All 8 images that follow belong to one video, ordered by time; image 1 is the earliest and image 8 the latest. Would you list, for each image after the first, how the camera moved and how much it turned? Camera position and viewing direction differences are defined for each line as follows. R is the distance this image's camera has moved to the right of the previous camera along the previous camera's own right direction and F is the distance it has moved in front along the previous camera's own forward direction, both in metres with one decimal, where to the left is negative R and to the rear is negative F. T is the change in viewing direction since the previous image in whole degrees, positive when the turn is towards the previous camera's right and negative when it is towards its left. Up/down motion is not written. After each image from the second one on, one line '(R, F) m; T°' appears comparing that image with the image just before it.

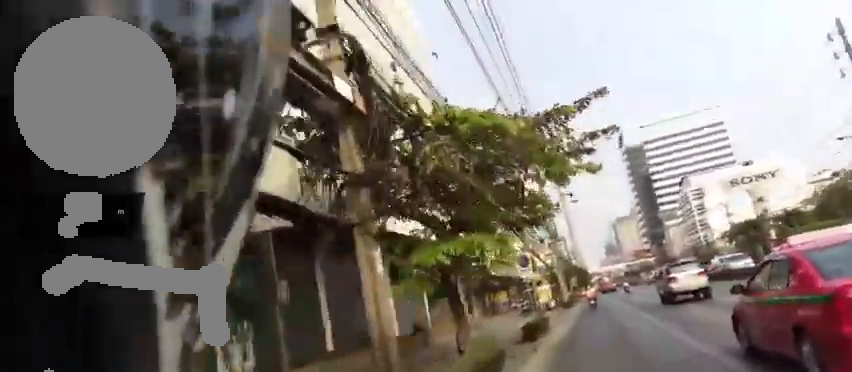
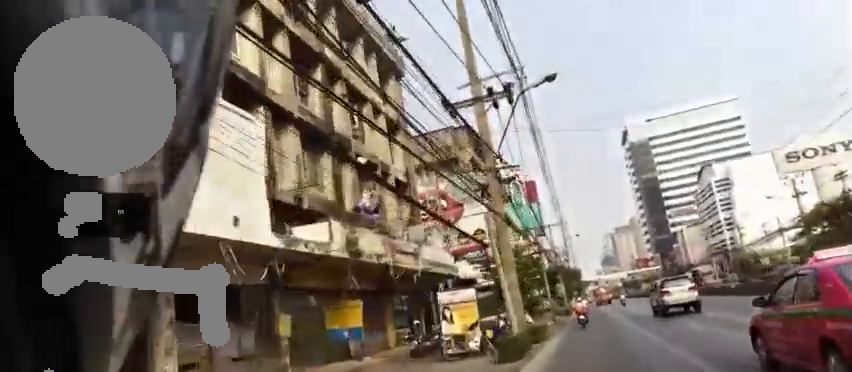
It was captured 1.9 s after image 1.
(-0.3, +28.1) m; -1°
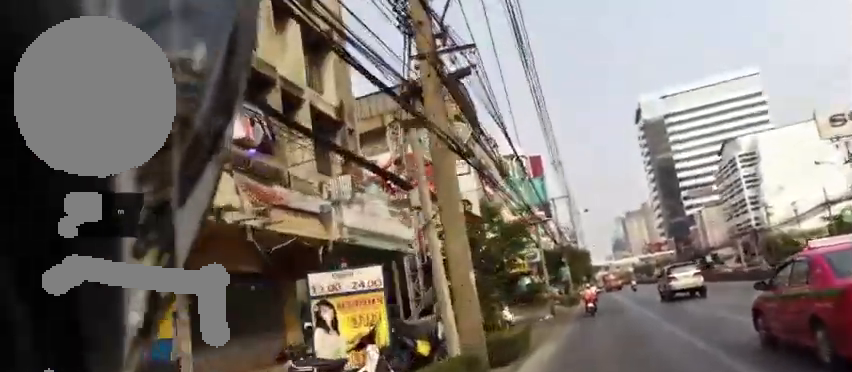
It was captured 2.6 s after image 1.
(0.0, +8.7) m; 0°
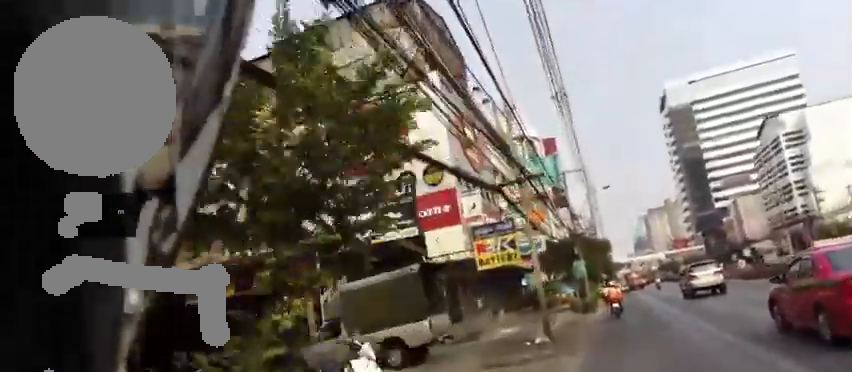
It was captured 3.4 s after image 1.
(0.0, +11.0) m; 0°
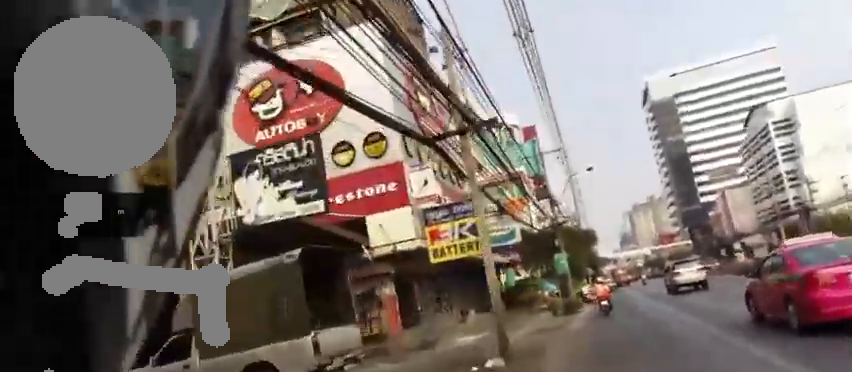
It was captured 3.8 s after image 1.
(0.0, +5.1) m; 0°
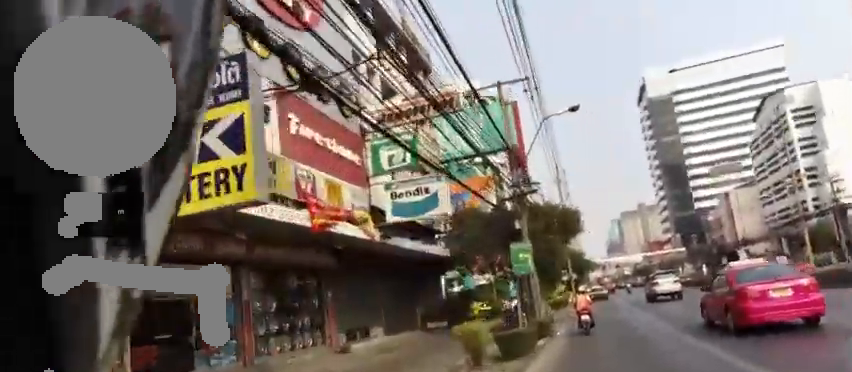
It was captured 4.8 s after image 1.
(0.0, +12.3) m; 0°
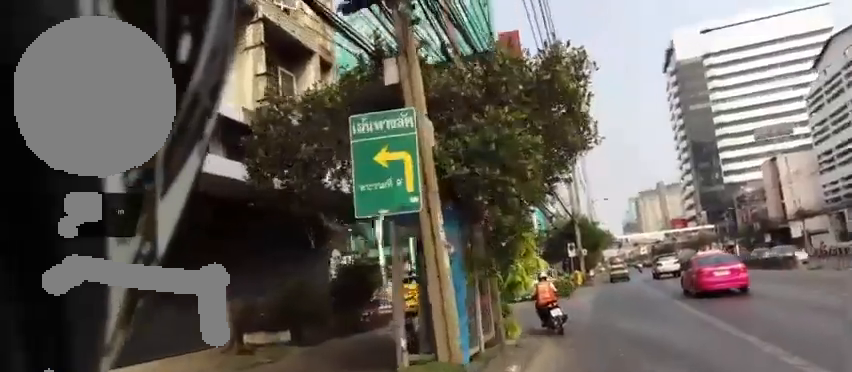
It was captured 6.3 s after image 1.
(0.0, +15.4) m; 0°
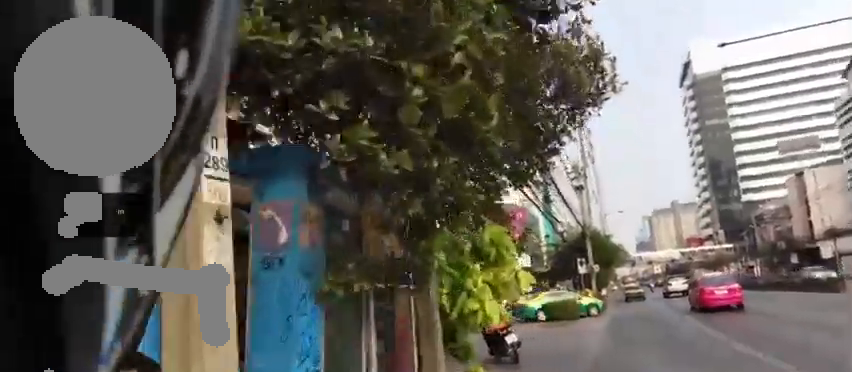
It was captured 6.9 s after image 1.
(0.0, +5.2) m; -1°
